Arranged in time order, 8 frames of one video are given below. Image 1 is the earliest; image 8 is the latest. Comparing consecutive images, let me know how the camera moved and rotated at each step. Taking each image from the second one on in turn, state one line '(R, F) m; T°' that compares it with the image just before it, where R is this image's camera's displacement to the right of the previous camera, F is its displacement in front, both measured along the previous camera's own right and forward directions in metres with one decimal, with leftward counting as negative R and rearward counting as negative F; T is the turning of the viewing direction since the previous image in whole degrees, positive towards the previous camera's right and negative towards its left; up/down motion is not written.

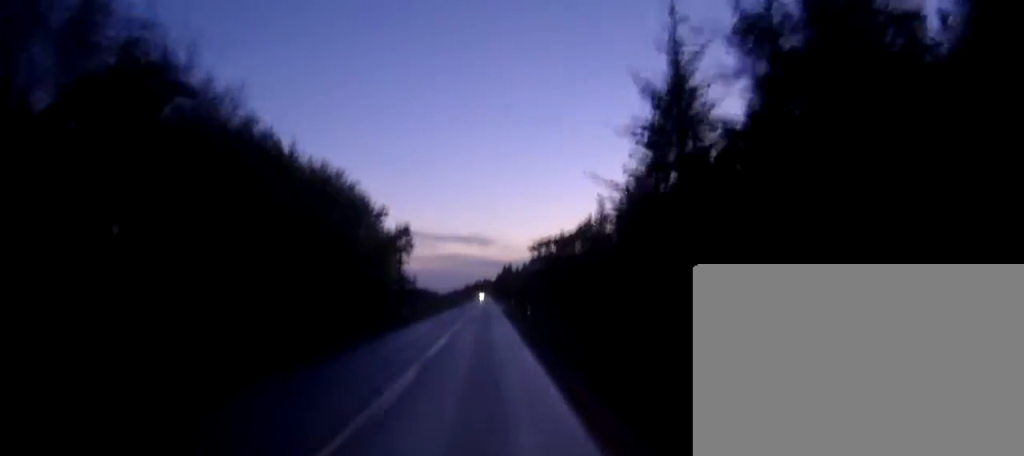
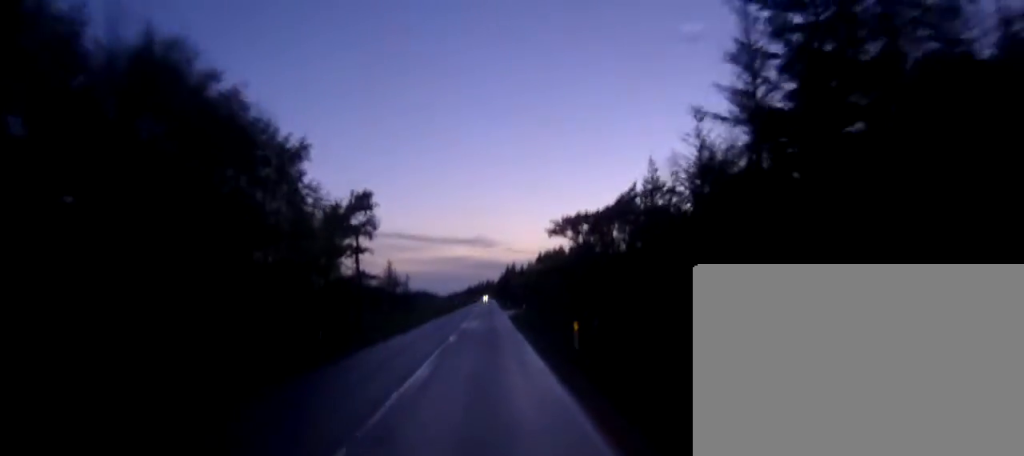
(-0.2, +25.5) m; -1°
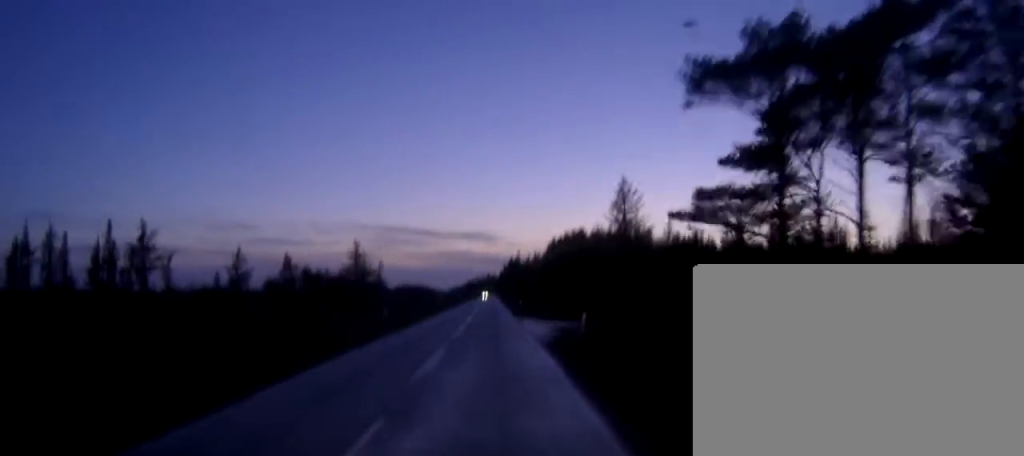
(+1.3, +42.8) m; +4°
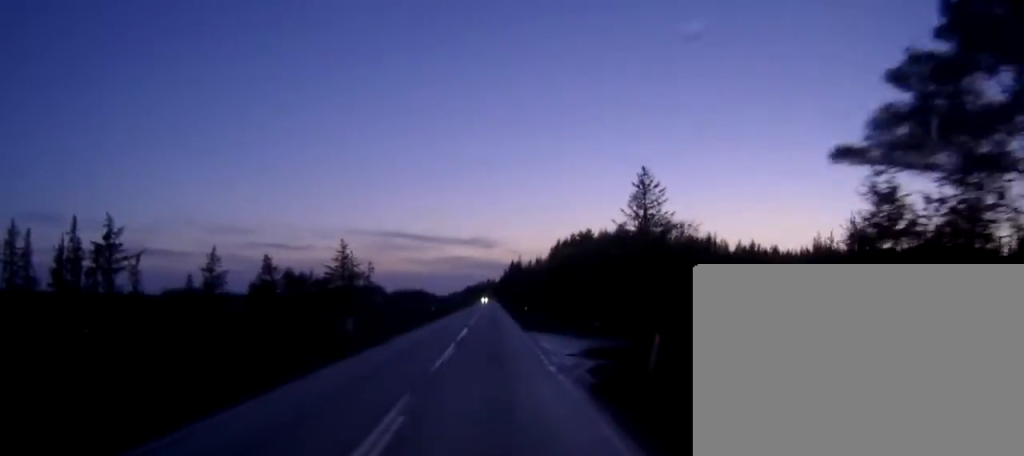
(0.0, +11.4) m; 0°
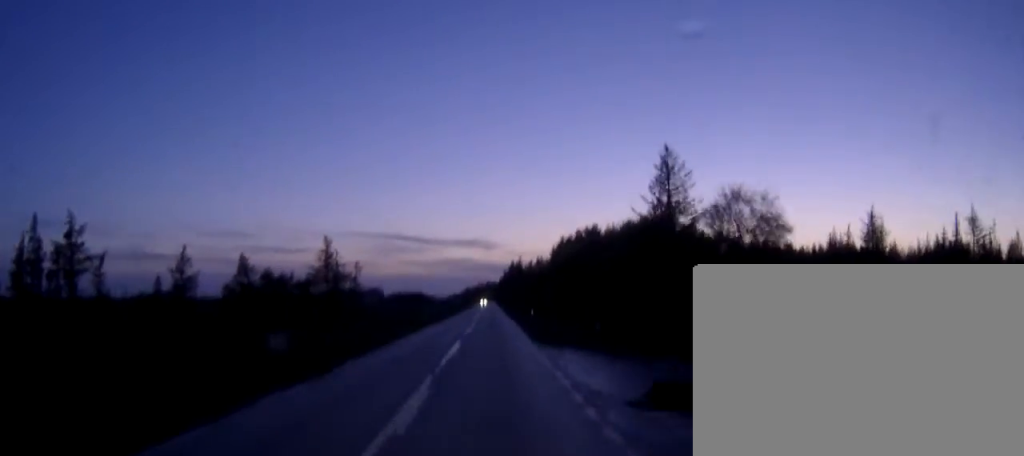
(0.0, +10.7) m; 0°
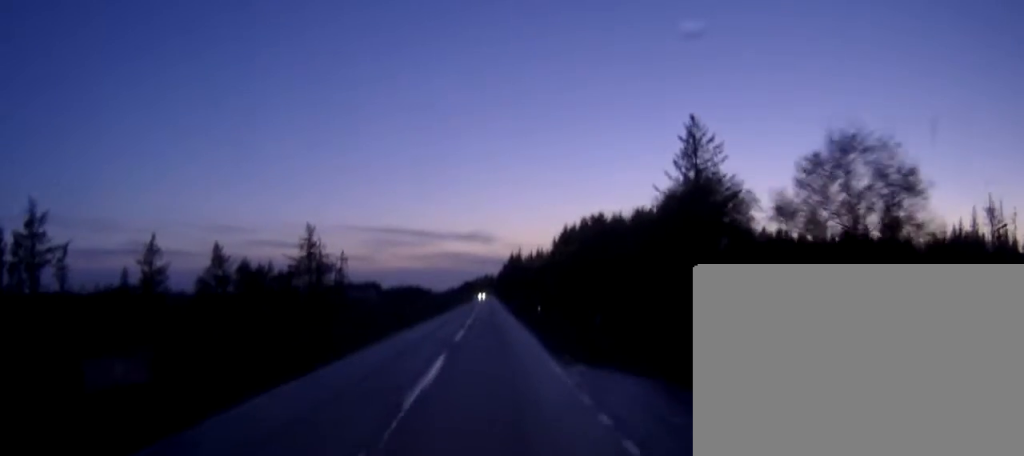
(0.0, +9.3) m; 0°
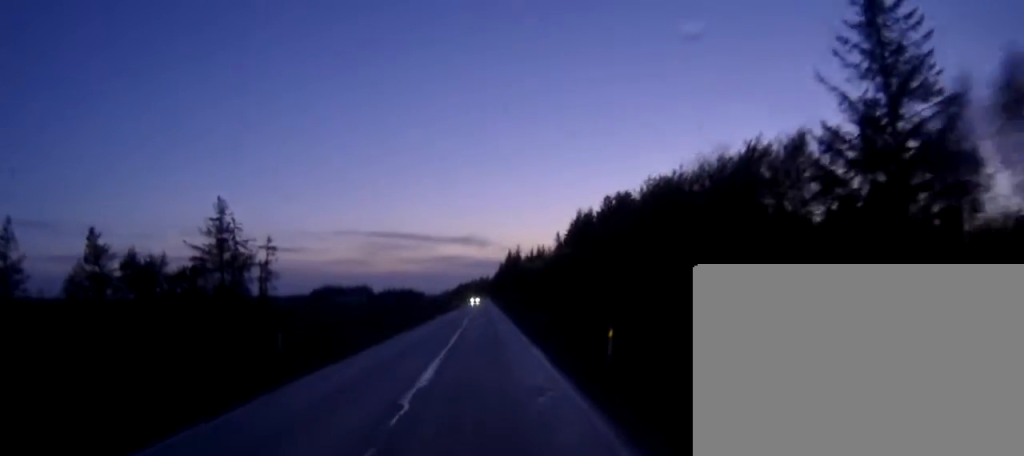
(0.0, +30.1) m; -1°
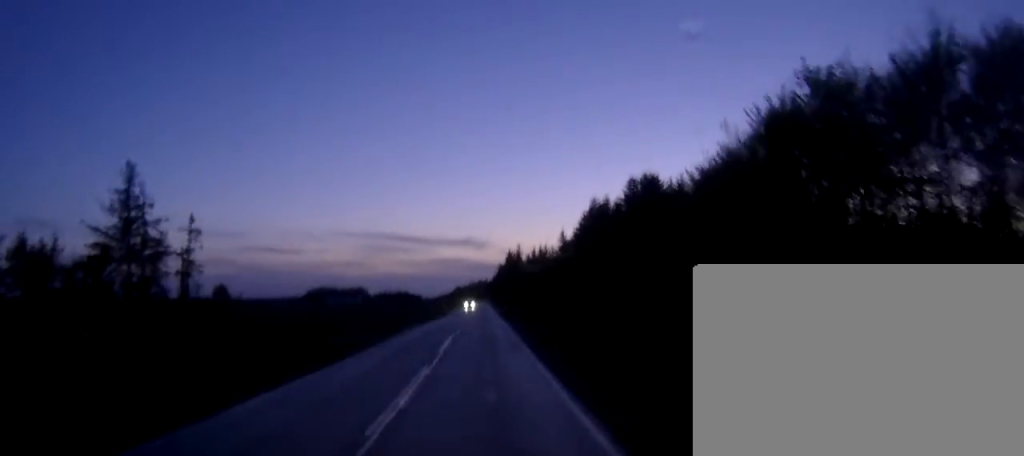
(-0.2, +17.4) m; -1°
